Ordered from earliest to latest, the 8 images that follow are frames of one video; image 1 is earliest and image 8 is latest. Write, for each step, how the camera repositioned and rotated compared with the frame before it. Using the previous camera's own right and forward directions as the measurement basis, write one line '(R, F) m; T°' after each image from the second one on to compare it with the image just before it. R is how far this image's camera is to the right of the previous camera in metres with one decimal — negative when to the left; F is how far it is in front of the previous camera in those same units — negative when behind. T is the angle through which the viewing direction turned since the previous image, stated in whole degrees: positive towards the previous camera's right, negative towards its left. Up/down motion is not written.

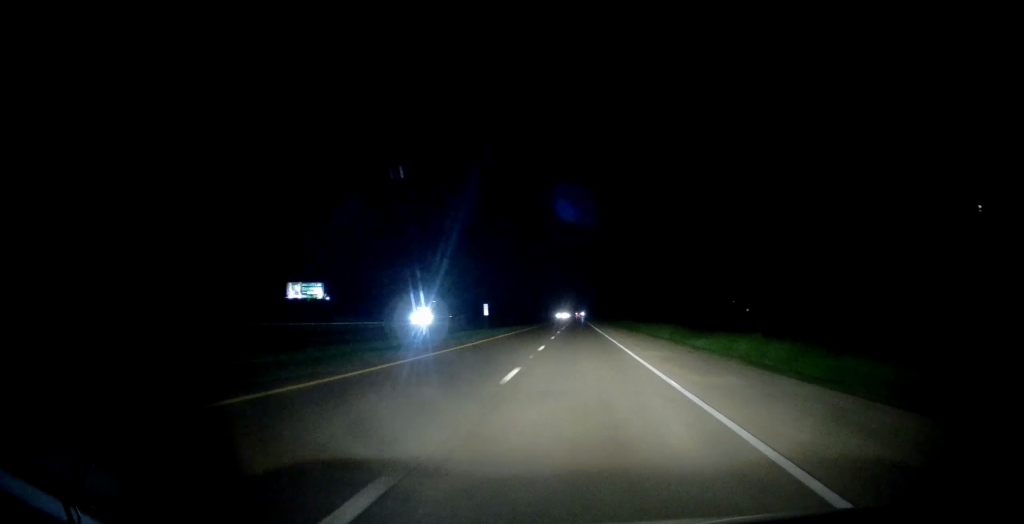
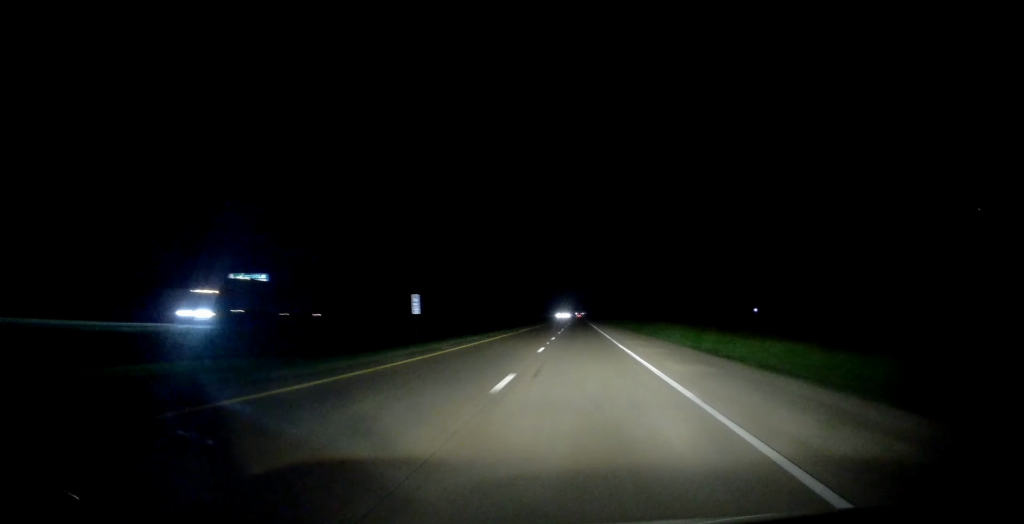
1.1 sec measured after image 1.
(+0.4, +37.6) m; +1°
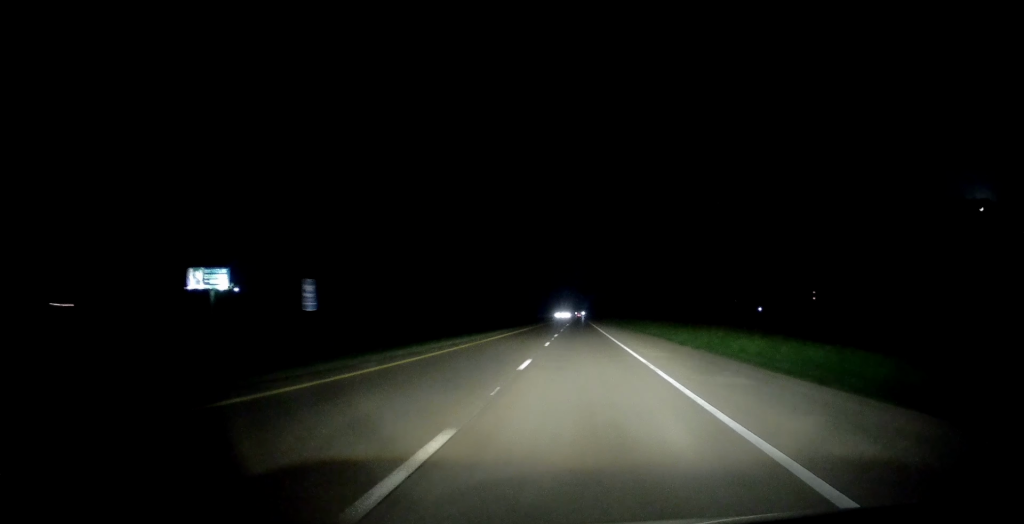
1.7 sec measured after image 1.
(+0.2, +19.9) m; 0°
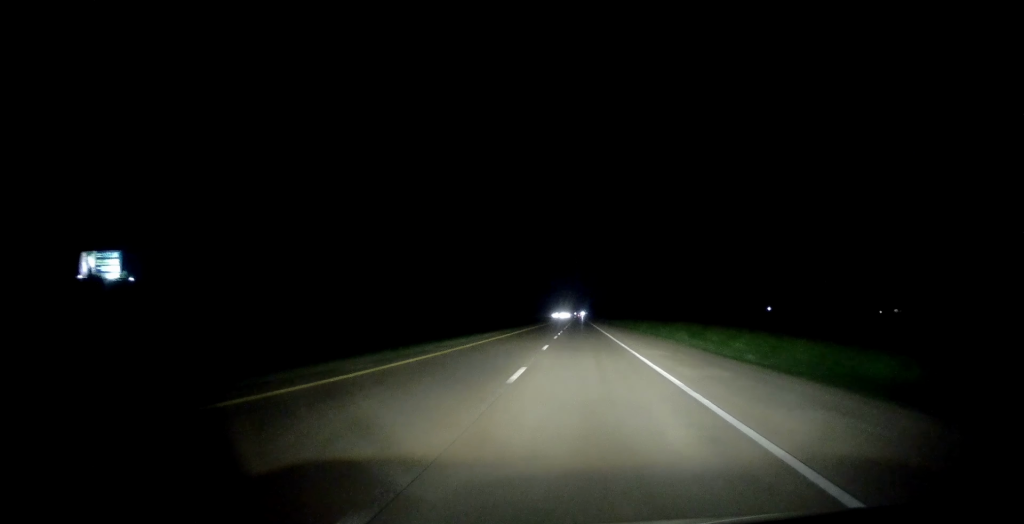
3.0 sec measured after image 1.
(-0.7, +40.8) m; -1°
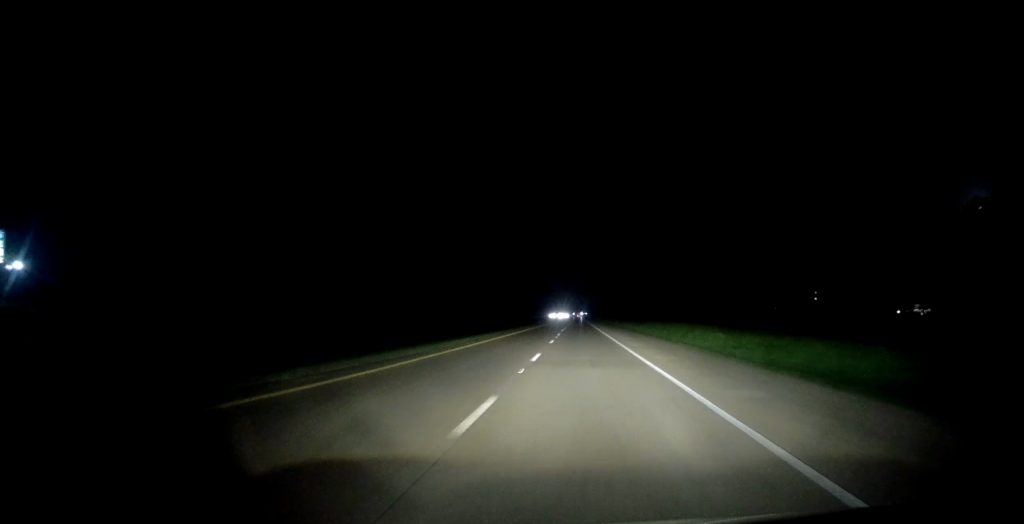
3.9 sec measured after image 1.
(0.0, +29.8) m; 0°
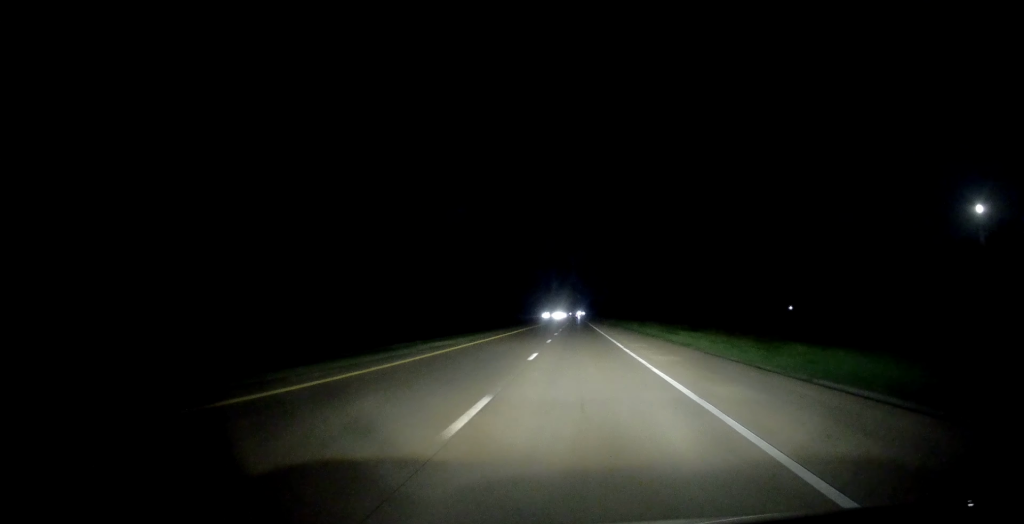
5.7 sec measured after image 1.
(+0.9, +60.7) m; 0°
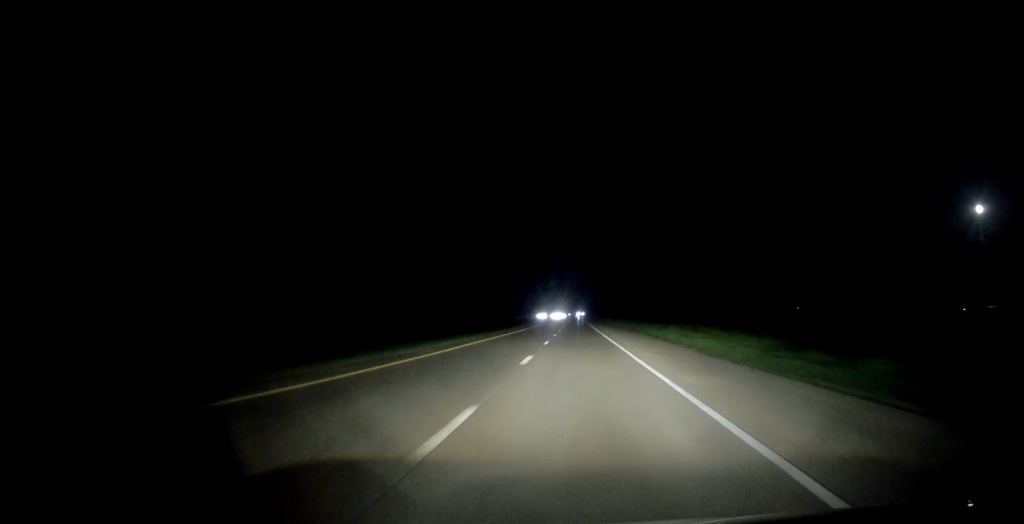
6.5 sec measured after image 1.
(-0.8, +25.4) m; -1°
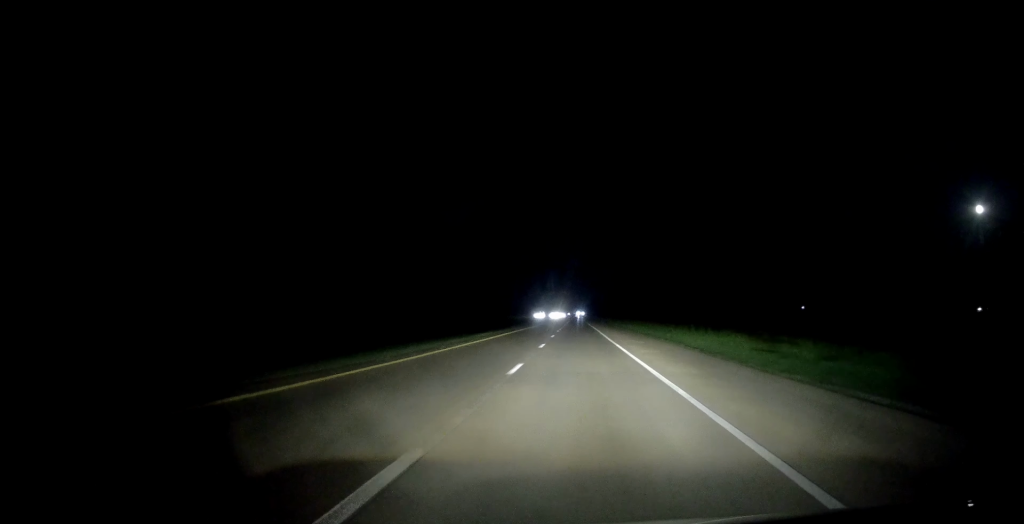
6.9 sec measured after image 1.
(+0.1, +15.5) m; +1°
